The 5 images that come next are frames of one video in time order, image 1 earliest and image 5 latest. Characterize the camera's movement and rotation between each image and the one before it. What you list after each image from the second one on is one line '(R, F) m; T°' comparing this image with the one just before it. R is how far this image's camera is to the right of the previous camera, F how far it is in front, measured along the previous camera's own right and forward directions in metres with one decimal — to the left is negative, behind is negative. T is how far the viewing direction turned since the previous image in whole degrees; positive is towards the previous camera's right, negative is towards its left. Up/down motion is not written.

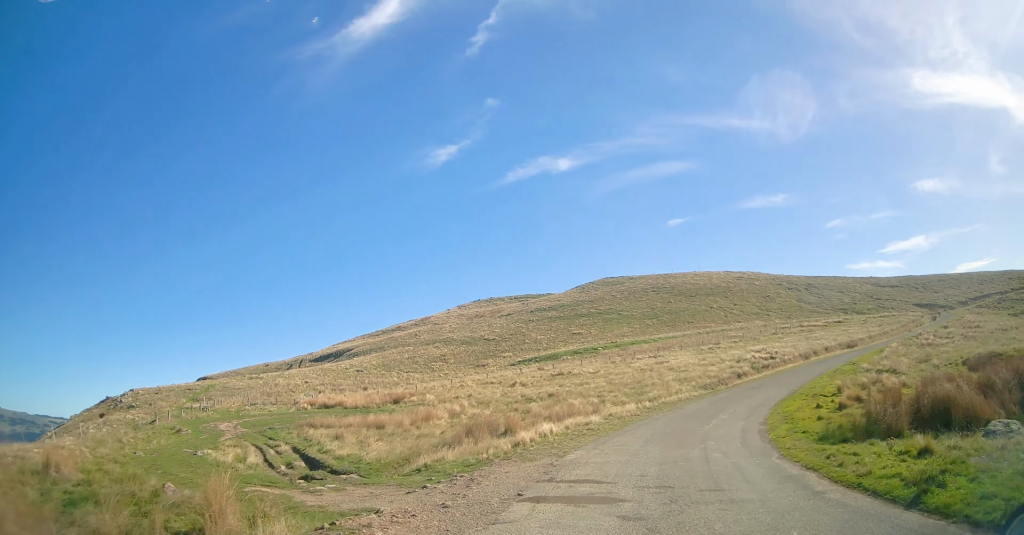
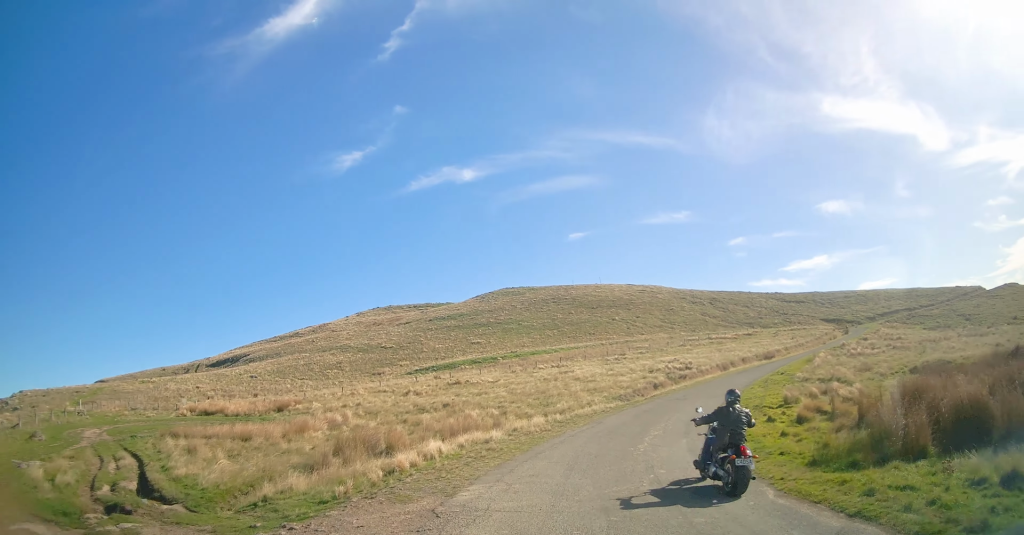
(+0.3, +4.5) m; +7°
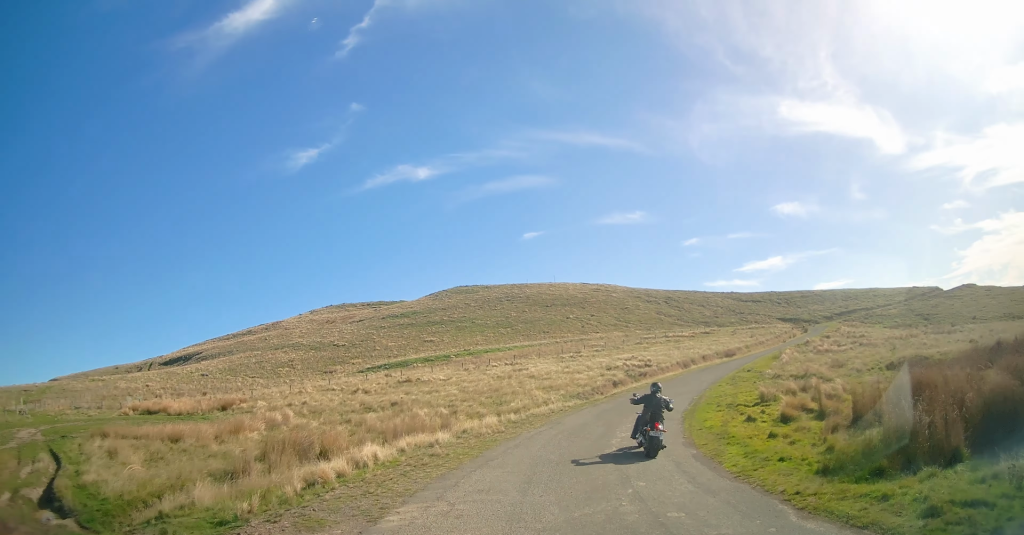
(0.0, +2.2) m; +3°
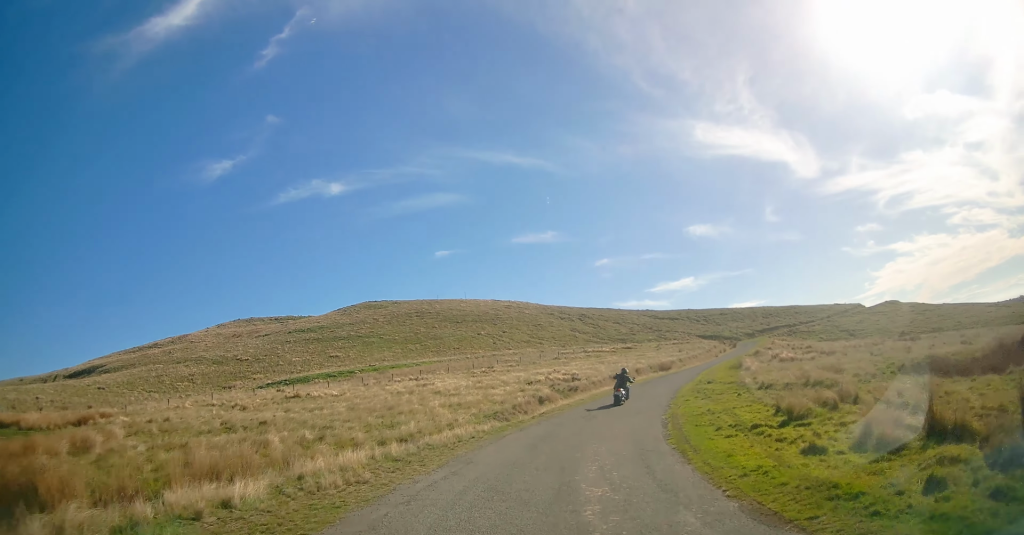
(+1.0, +7.9) m; +14°
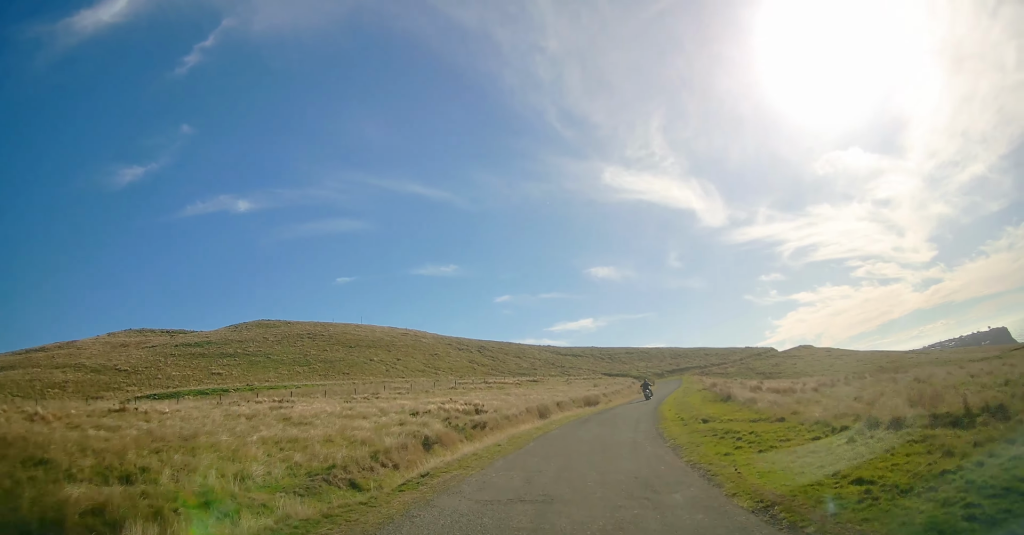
(+1.4, +11.2) m; +9°
